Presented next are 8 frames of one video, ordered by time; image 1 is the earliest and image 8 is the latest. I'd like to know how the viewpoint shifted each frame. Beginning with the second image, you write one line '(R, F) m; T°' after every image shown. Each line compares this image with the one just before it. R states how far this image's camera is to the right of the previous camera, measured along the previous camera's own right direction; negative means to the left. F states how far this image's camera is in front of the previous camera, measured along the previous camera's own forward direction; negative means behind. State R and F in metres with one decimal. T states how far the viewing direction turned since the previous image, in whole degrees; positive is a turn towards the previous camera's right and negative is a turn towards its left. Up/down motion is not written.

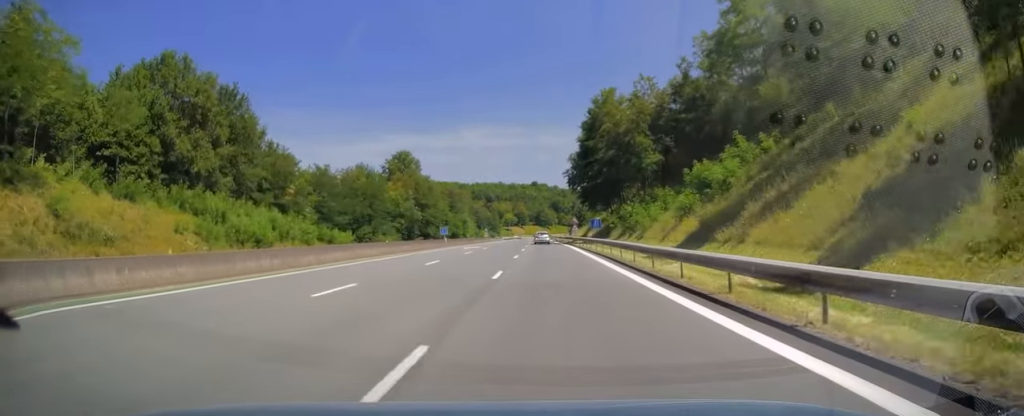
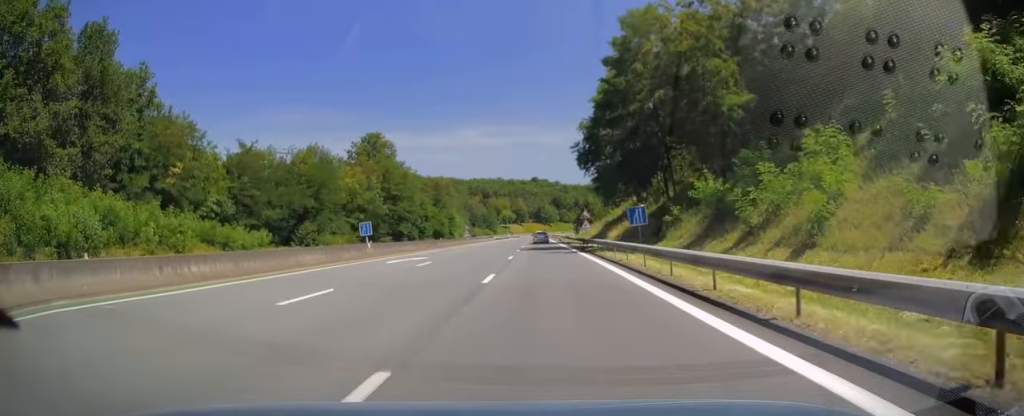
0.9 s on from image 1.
(-0.2, +27.4) m; 0°
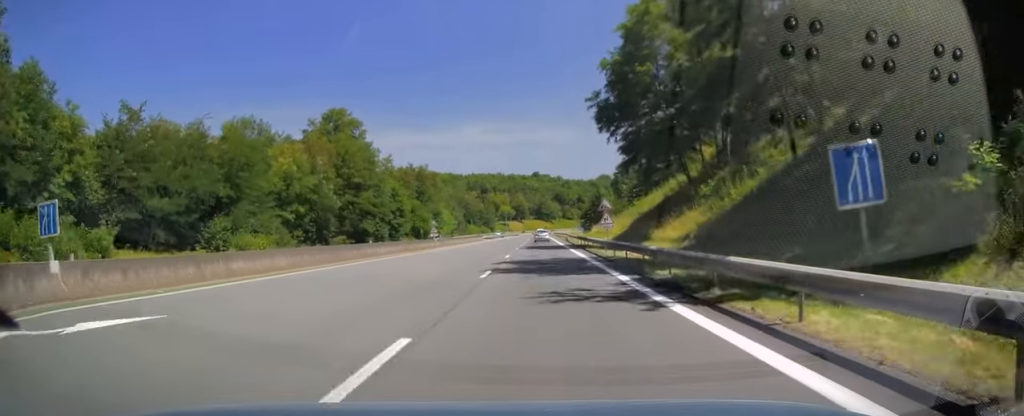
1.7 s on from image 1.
(0.0, +24.5) m; 0°
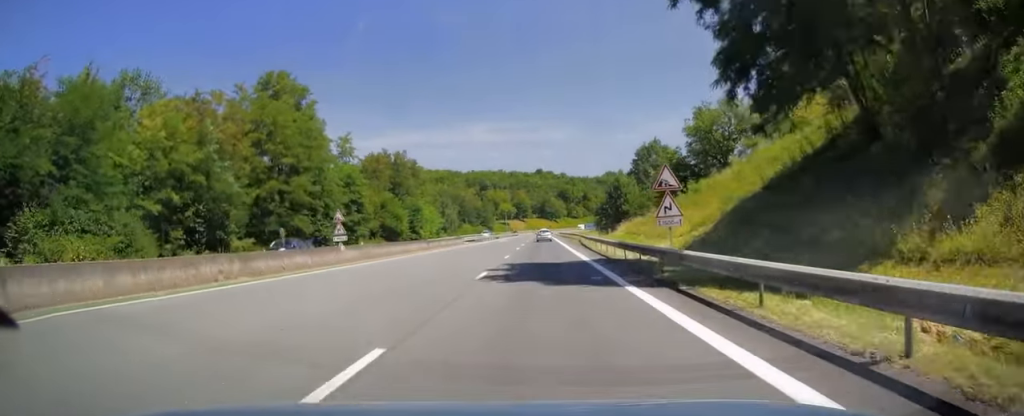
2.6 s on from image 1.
(+0.1, +26.5) m; 0°
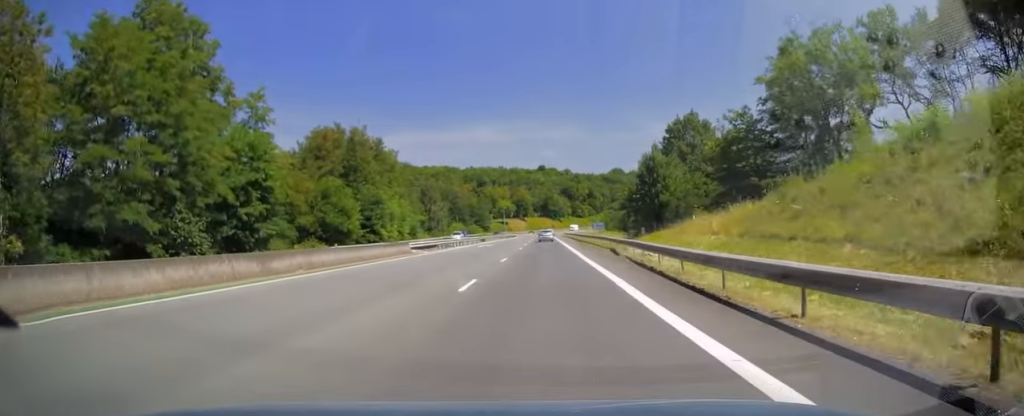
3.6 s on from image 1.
(-0.1, +28.9) m; 0°
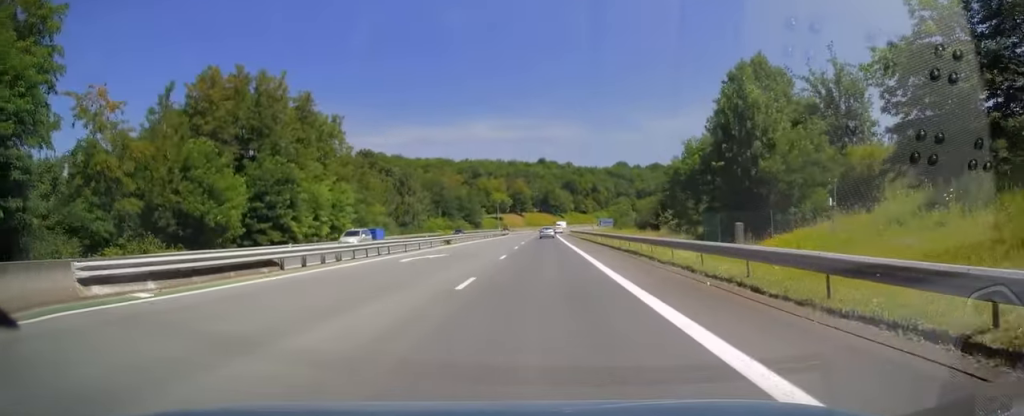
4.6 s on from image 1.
(-0.1, +31.1) m; 0°
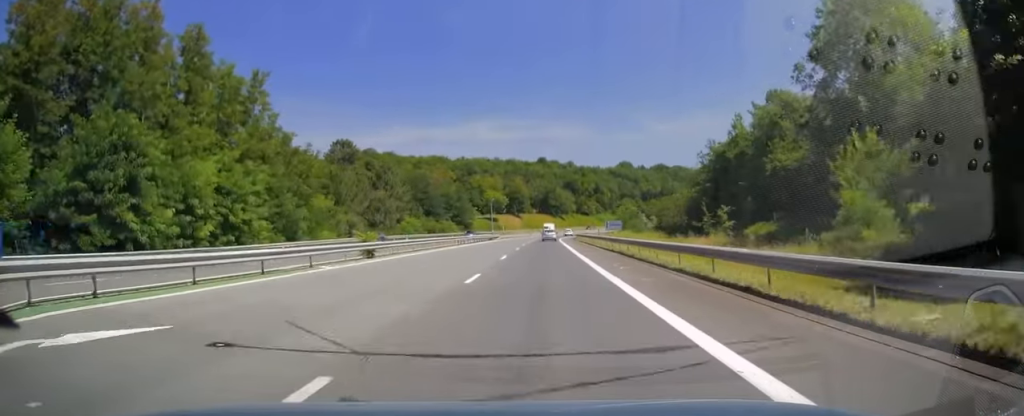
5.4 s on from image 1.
(+0.2, +24.1) m; 0°
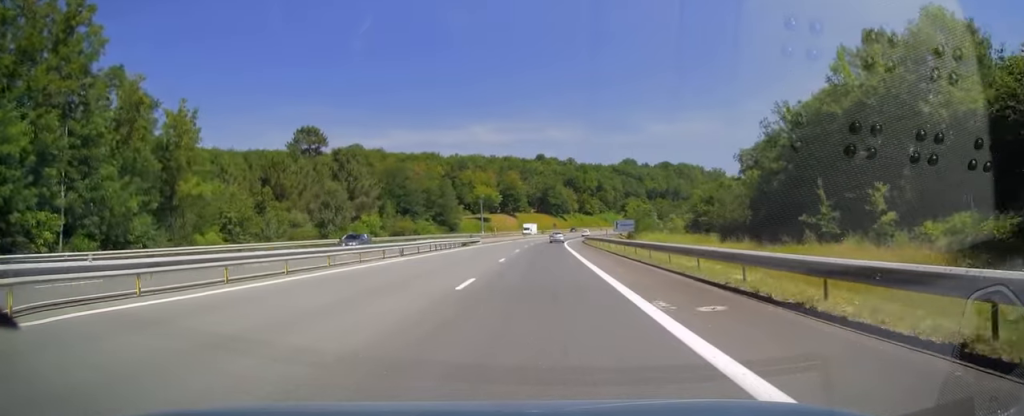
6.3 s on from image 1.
(-0.2, +26.7) m; 0°
